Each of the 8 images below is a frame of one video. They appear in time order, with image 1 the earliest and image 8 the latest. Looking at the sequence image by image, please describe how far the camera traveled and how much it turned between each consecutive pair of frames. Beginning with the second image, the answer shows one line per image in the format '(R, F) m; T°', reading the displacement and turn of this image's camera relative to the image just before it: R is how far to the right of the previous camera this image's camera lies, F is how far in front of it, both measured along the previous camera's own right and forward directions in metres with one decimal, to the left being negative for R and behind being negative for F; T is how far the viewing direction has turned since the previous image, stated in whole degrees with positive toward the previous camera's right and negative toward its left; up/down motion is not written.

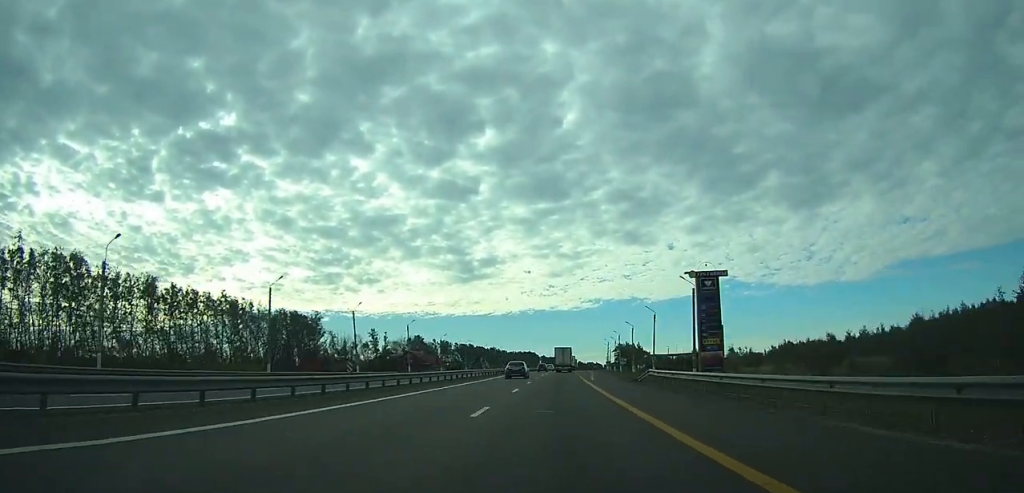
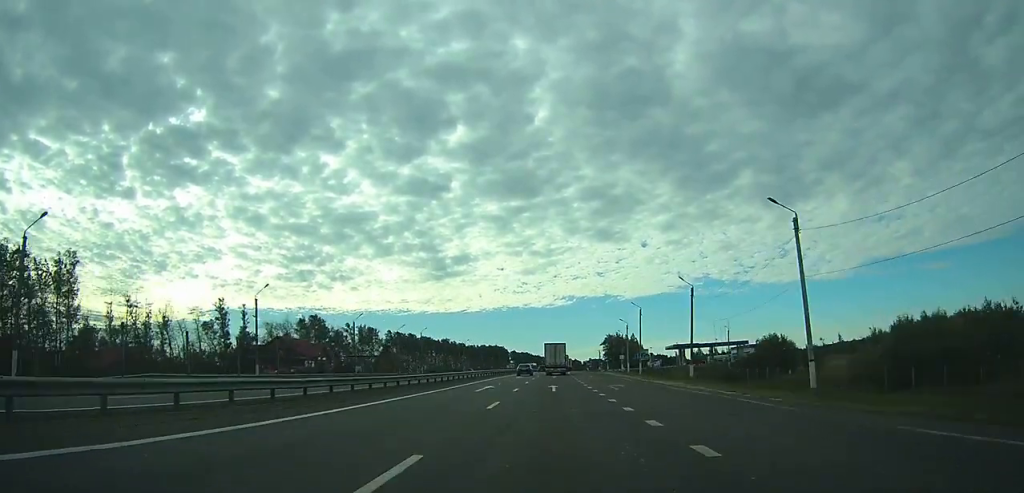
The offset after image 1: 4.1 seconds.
(+2.0, +110.2) m; +2°
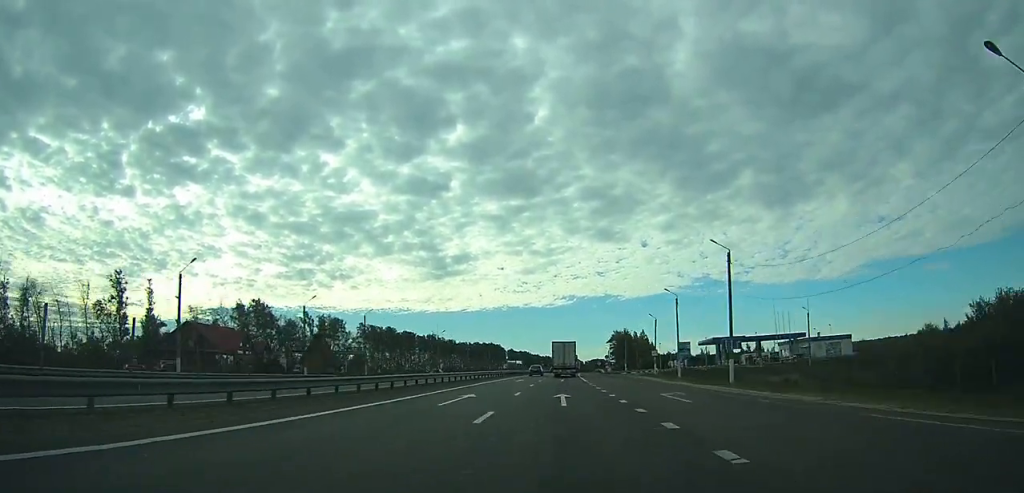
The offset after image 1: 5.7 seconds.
(+0.2, +41.9) m; 0°
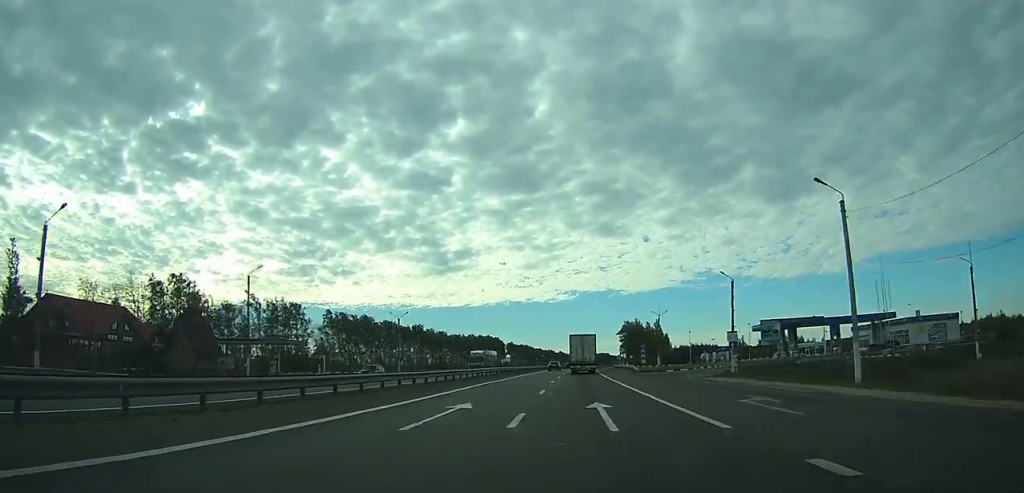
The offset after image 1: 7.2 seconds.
(+0.1, +38.1) m; 0°
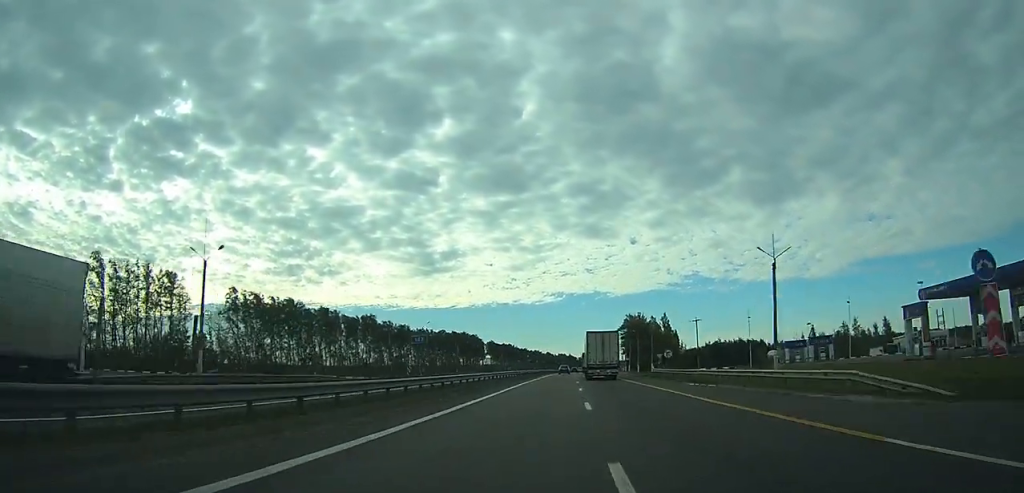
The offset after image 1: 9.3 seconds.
(+0.2, +55.1) m; +1°
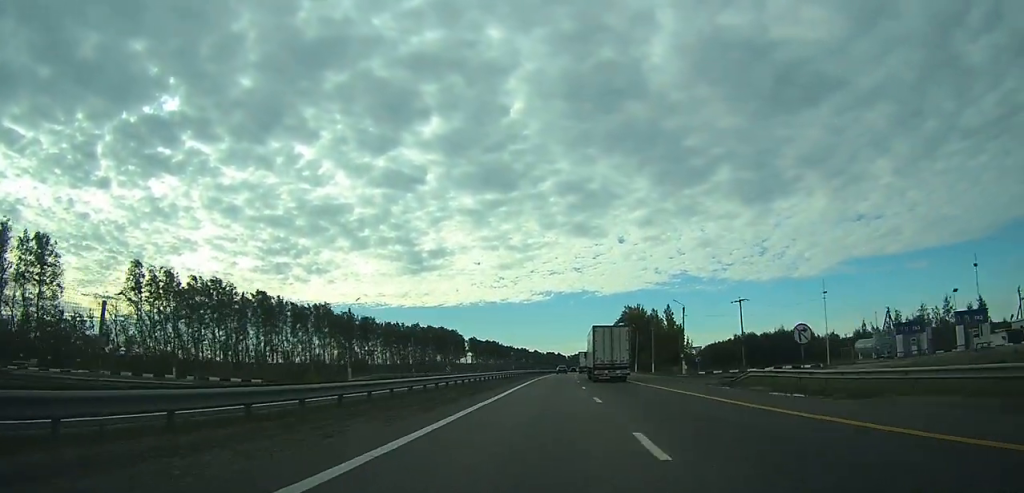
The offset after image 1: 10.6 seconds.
(0.0, +32.8) m; +1°
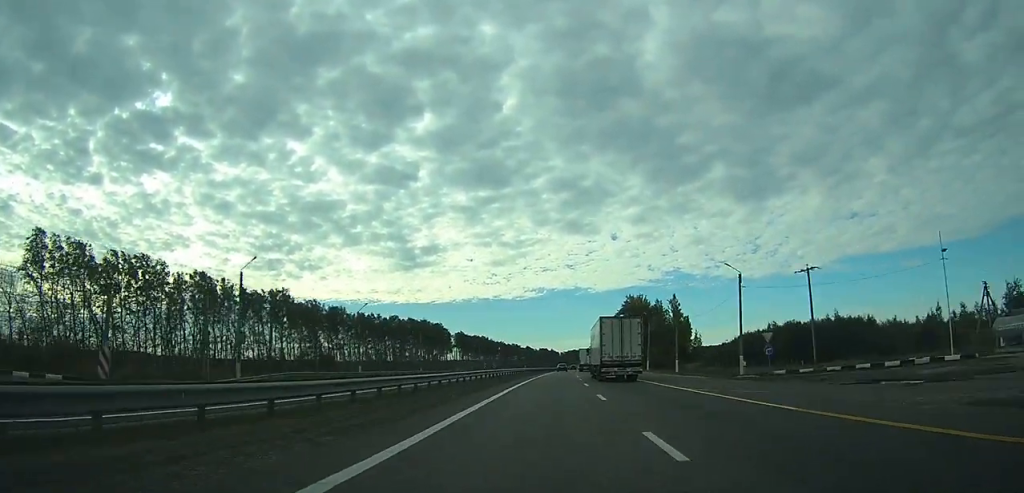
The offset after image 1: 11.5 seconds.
(+0.4, +24.4) m; +1°
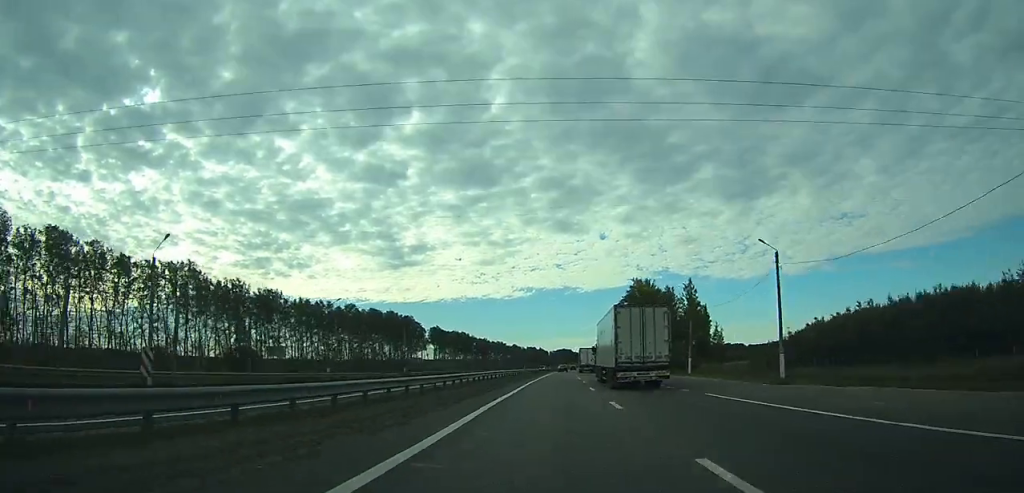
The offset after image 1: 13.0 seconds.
(+0.4, +38.6) m; +1°
